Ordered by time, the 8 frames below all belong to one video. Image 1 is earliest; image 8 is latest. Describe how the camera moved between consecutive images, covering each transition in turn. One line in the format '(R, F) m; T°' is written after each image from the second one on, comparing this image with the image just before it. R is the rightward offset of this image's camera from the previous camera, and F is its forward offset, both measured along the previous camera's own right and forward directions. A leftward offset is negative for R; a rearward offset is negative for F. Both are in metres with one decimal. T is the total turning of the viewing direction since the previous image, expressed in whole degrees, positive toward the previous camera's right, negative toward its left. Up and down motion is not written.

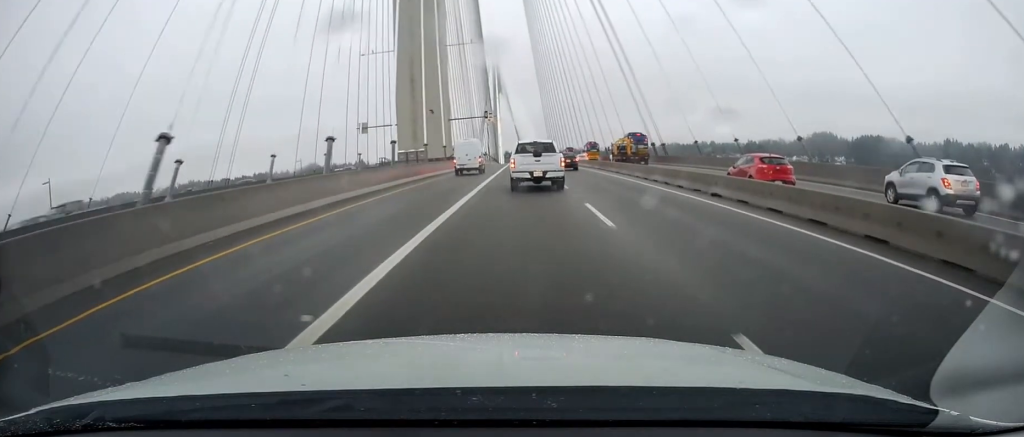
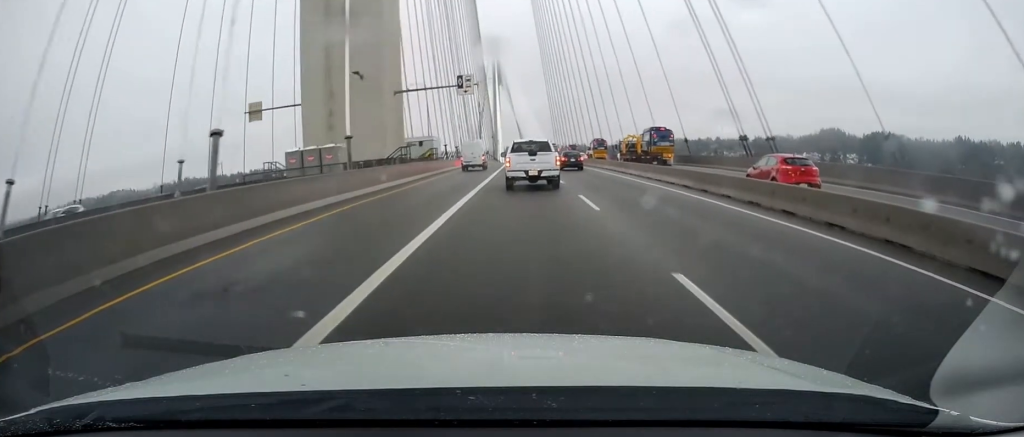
(-0.6, +35.7) m; -1°
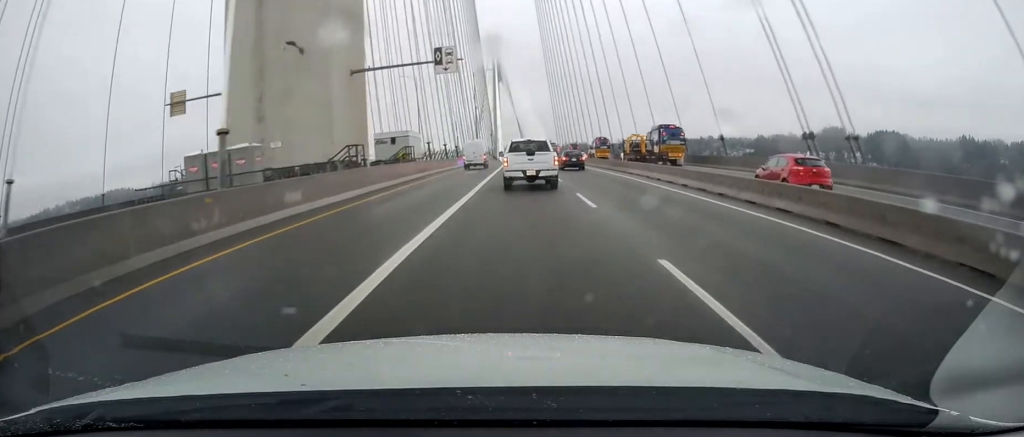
(0.0, +11.9) m; 0°
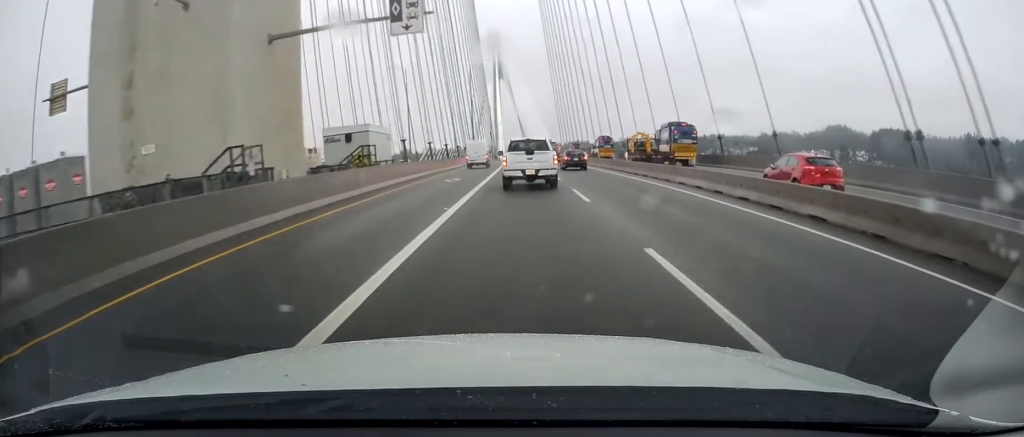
(0.0, +11.9) m; 0°
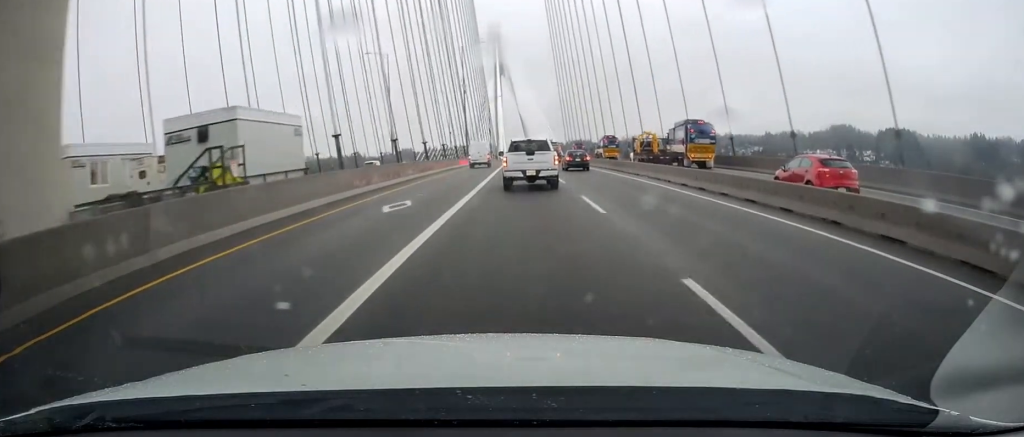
(0.0, +15.7) m; 0°
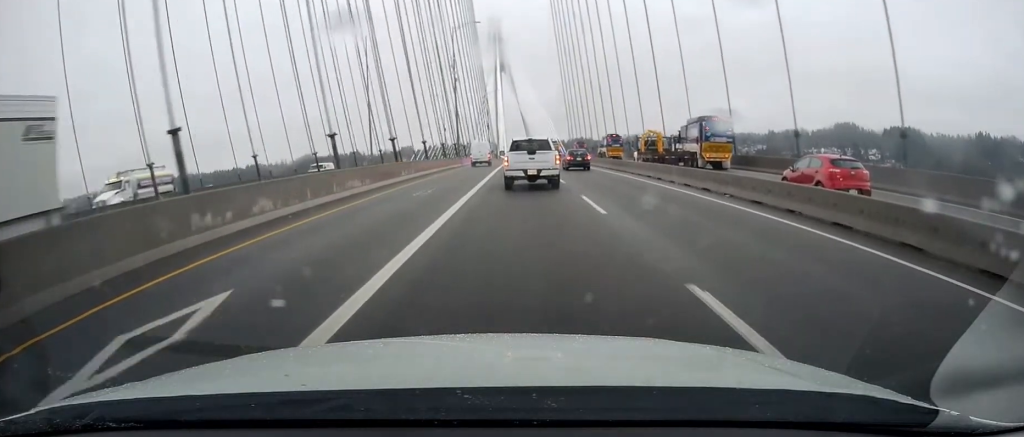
(0.0, +13.2) m; 0°
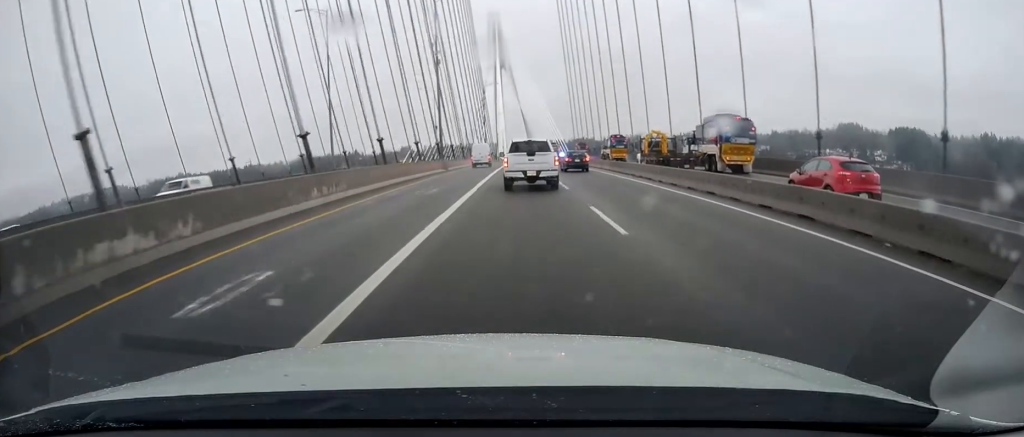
(-0.1, +15.8) m; 0°
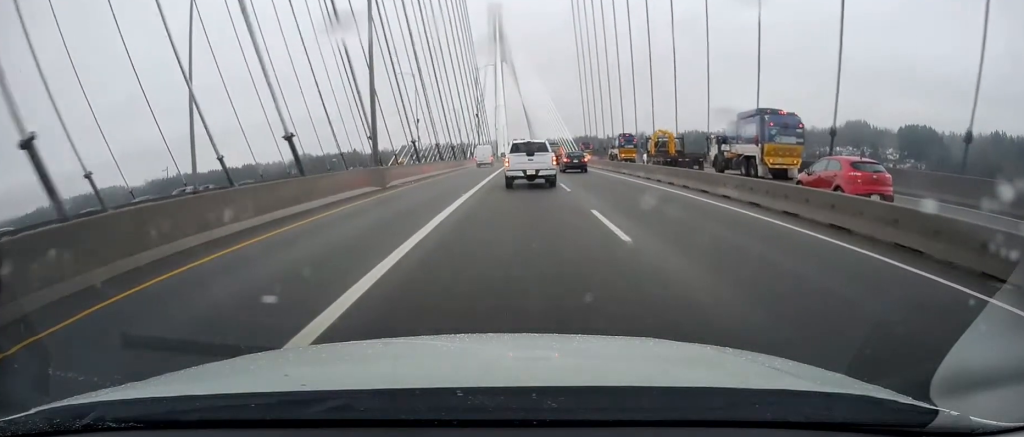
(-0.1, +26.8) m; 0°
